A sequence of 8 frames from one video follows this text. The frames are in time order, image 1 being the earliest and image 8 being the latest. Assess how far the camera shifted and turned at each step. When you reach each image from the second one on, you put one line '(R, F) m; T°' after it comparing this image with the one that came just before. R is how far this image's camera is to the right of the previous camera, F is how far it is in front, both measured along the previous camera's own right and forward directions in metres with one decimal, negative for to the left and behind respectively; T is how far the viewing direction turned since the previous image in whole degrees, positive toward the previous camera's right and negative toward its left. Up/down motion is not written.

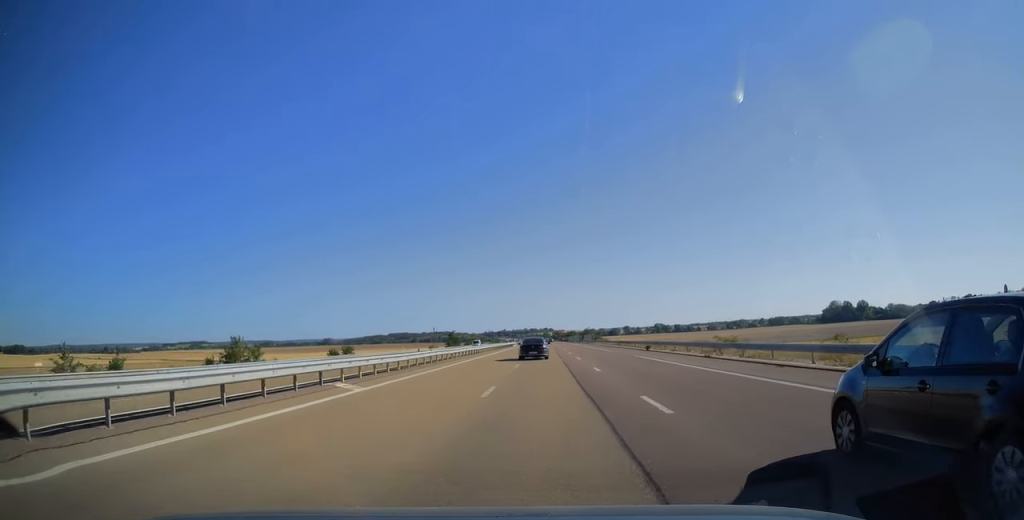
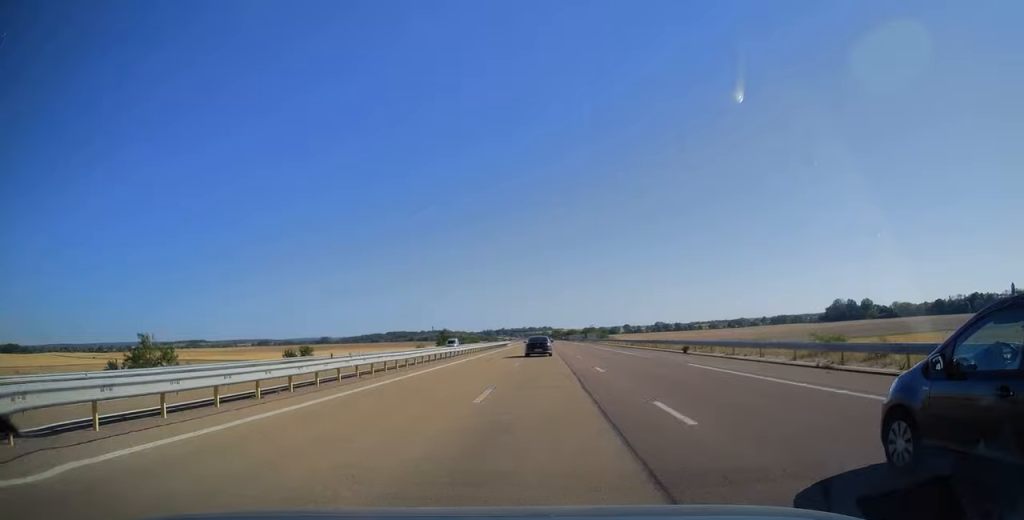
(0.0, +14.4) m; 0°
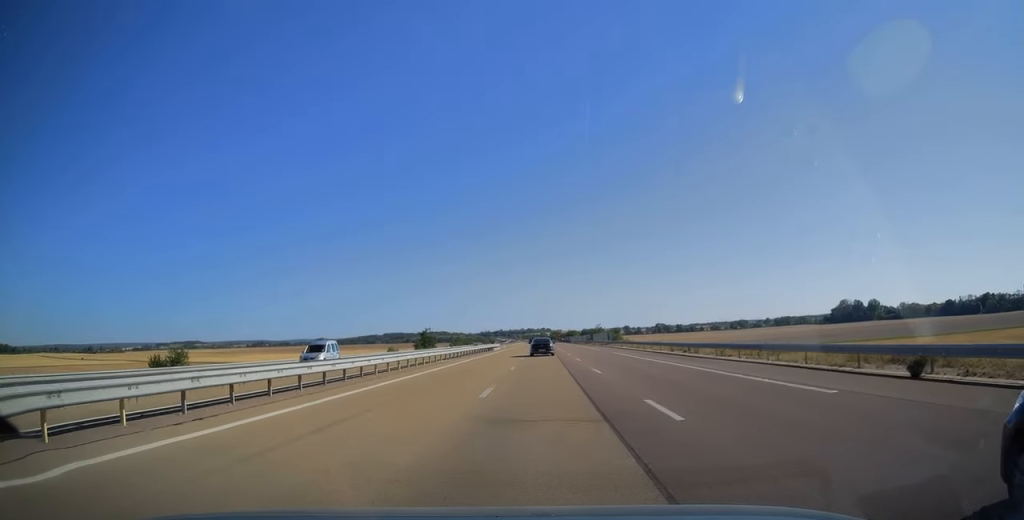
(-0.1, +25.3) m; 0°
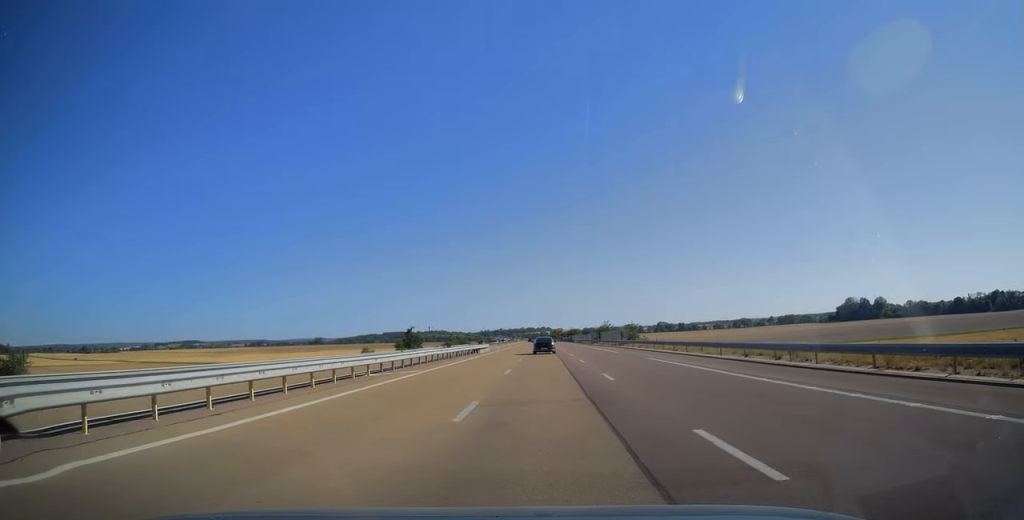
(+0.1, +17.1) m; 0°
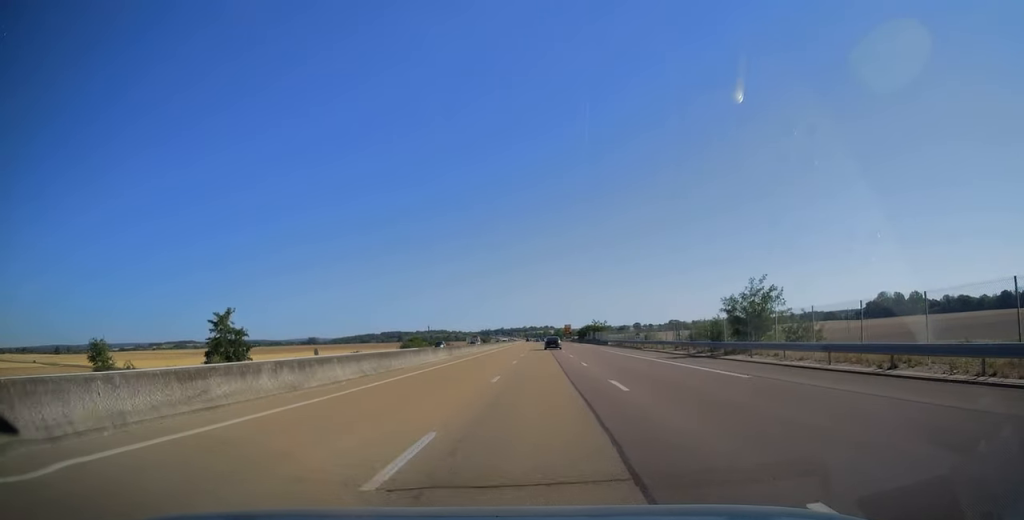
(-0.1, +81.6) m; 0°
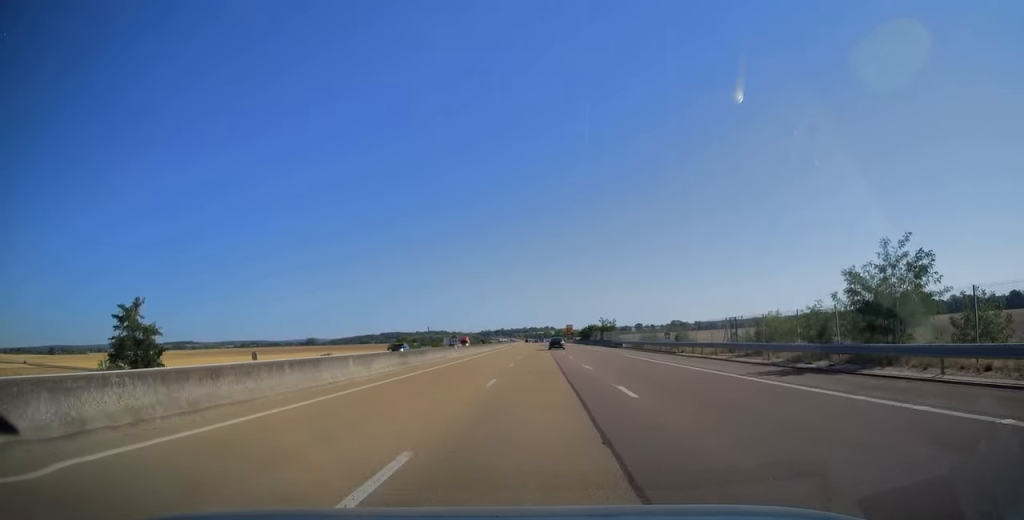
(-0.1, +14.4) m; 0°
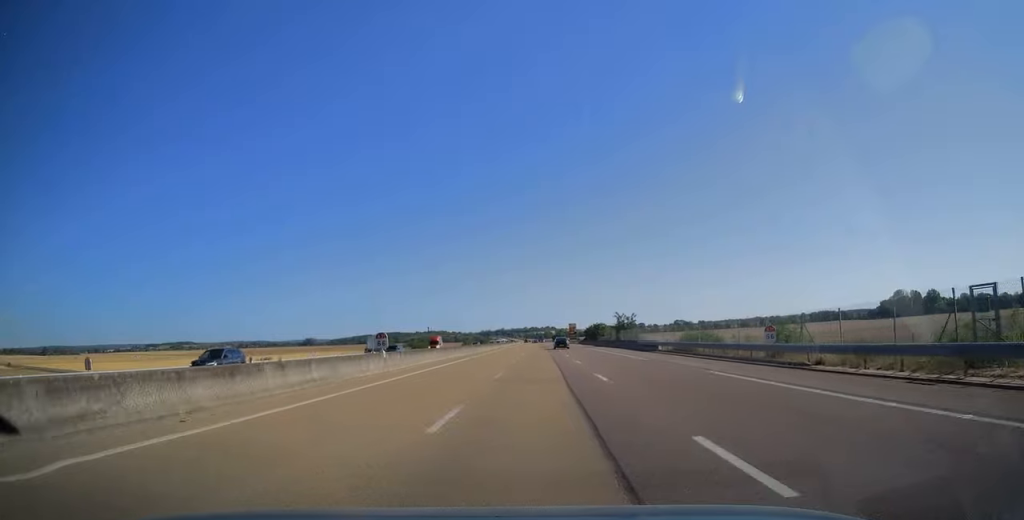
(0.0, +21.2) m; 0°
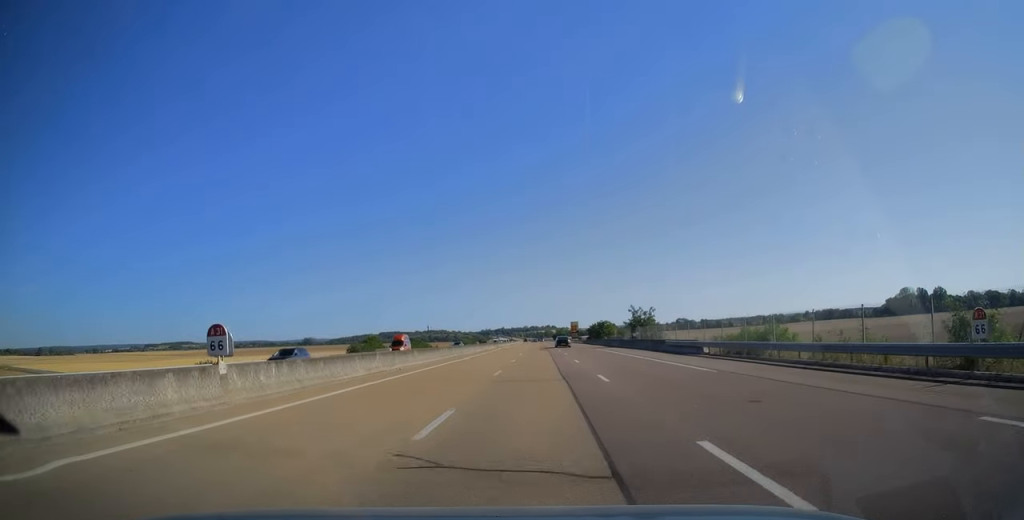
(0.0, +13.4) m; 0°
